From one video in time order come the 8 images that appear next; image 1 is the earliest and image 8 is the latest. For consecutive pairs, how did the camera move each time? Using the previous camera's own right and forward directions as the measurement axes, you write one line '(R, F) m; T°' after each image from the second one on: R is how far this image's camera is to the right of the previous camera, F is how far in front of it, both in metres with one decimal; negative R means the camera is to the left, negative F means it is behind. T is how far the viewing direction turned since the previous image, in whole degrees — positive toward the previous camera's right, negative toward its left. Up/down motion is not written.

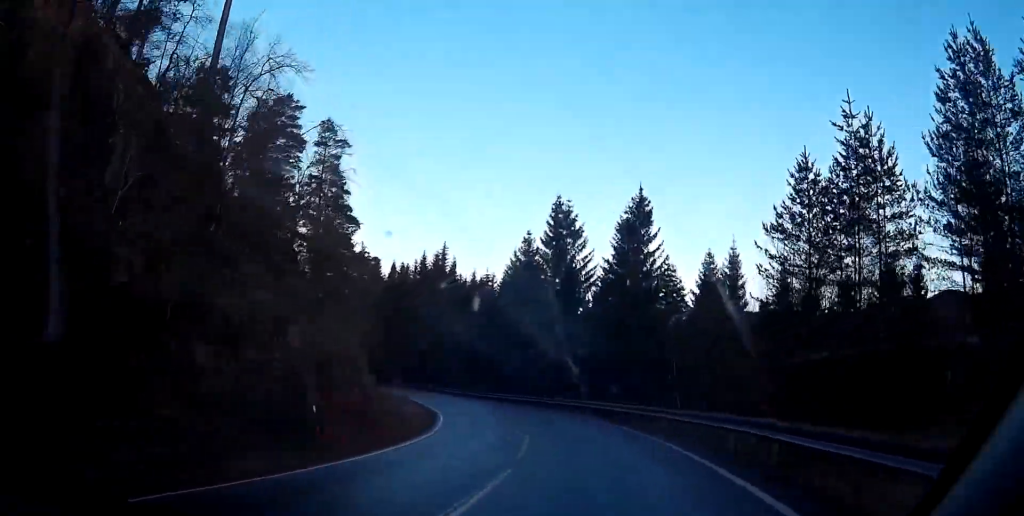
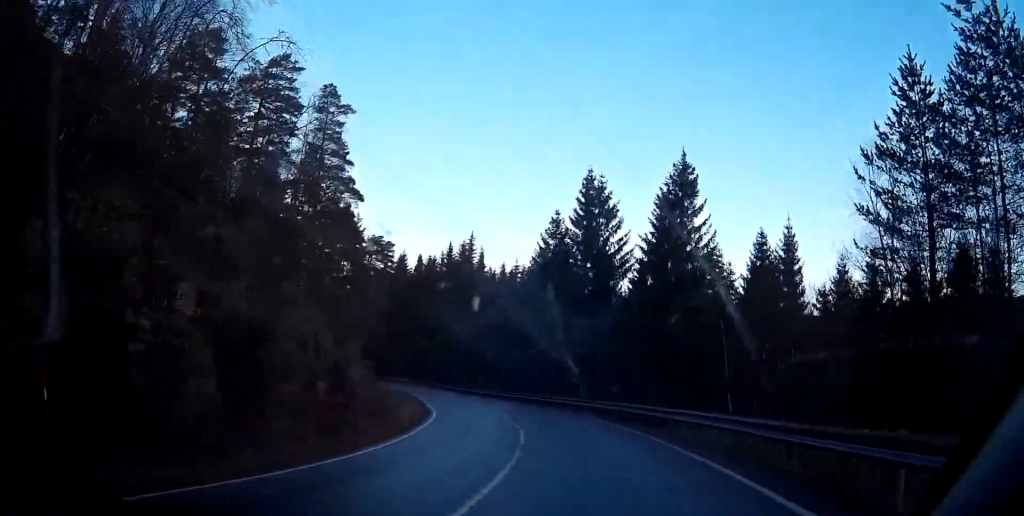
(0.0, +8.6) m; 0°
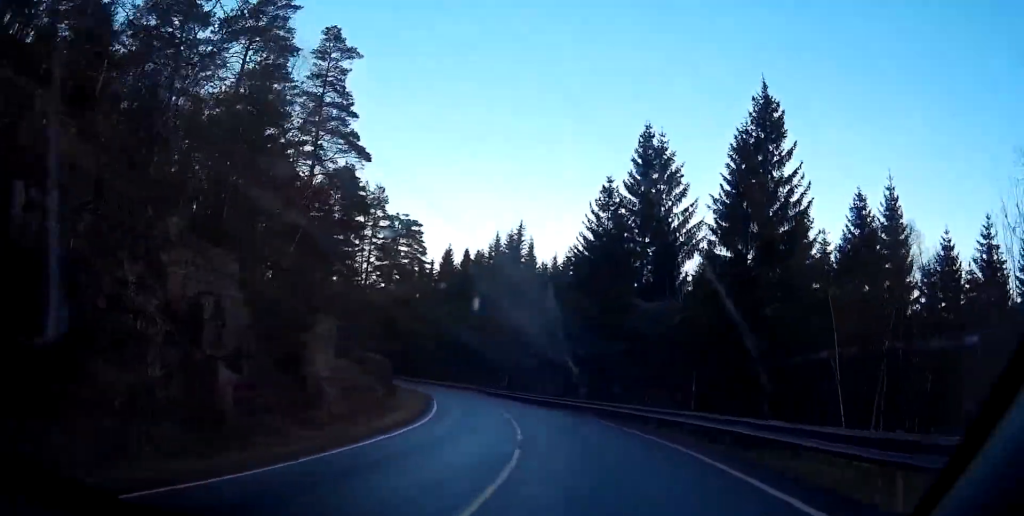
(0.0, +11.7) m; 0°
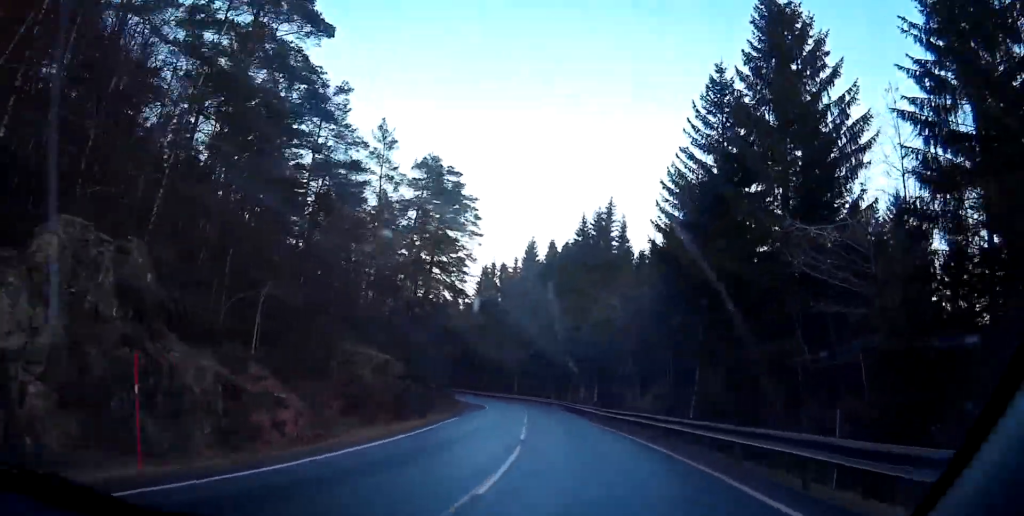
(0.0, +20.6) m; 0°
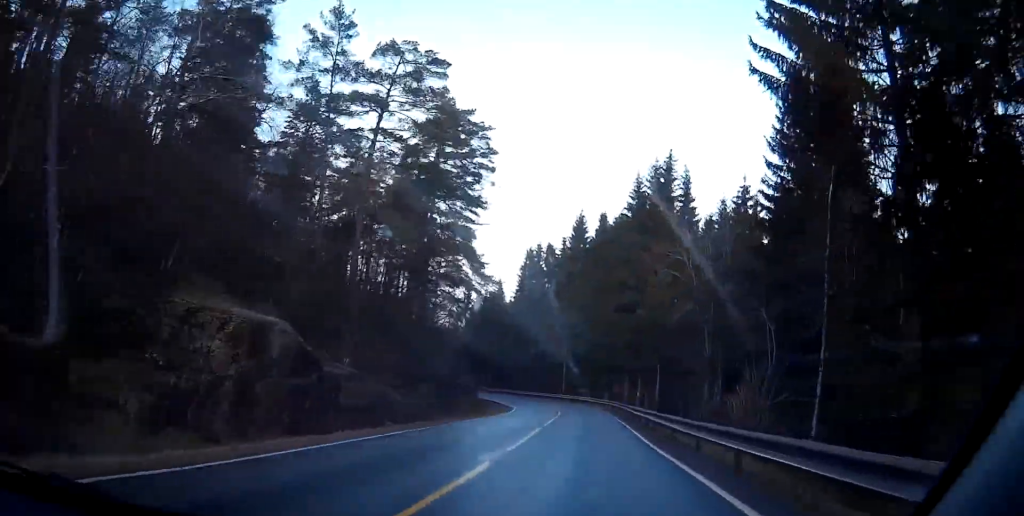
(0.0, +17.5) m; 0°
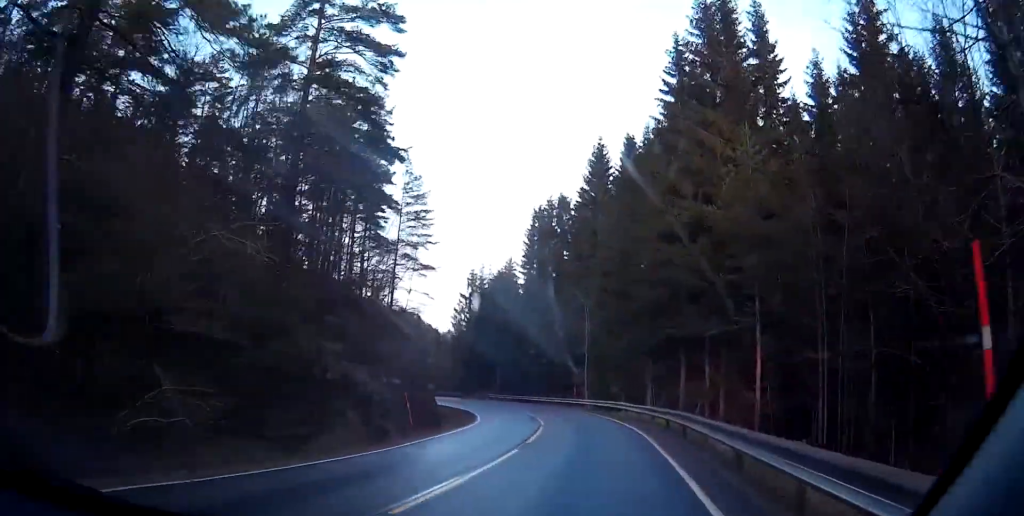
(0.0, +31.9) m; 0°
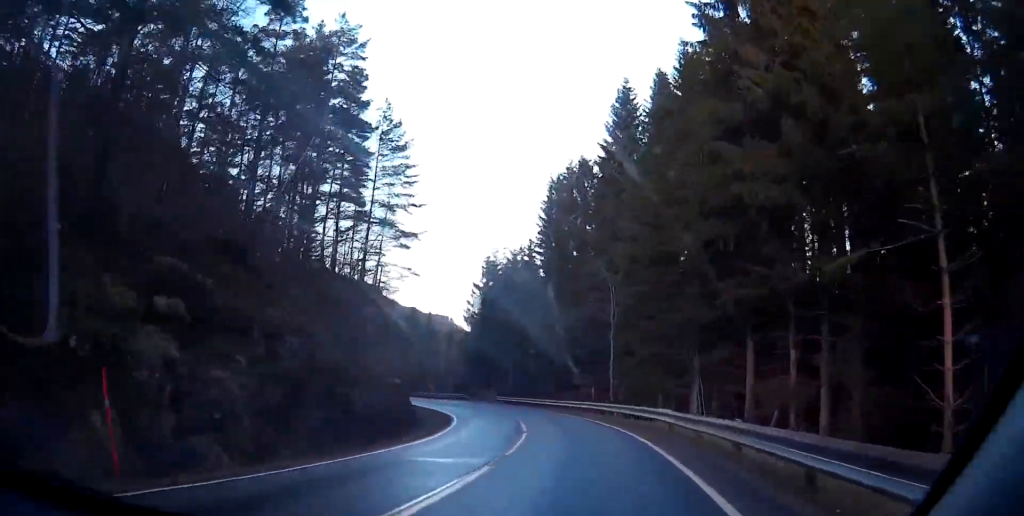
(0.0, +15.4) m; 0°
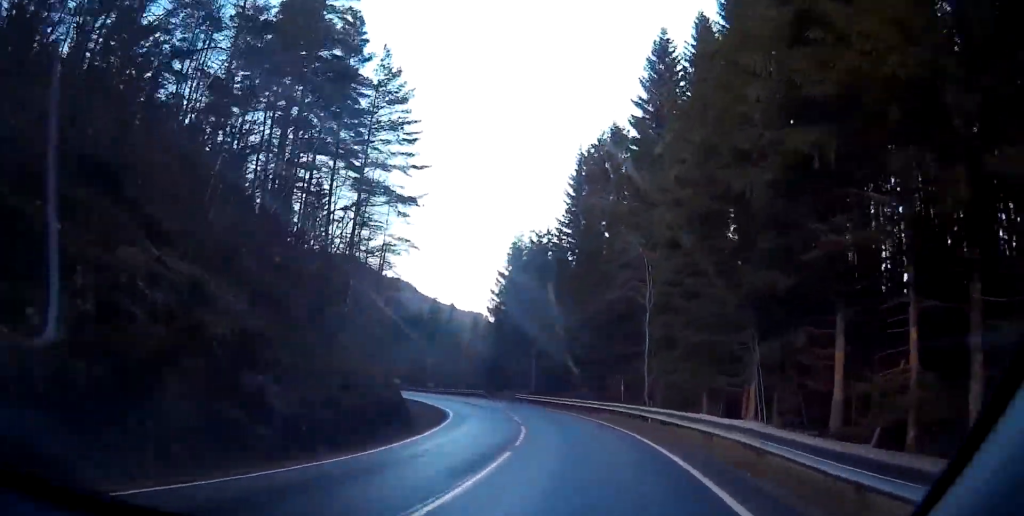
(0.0, +9.2) m; 0°
